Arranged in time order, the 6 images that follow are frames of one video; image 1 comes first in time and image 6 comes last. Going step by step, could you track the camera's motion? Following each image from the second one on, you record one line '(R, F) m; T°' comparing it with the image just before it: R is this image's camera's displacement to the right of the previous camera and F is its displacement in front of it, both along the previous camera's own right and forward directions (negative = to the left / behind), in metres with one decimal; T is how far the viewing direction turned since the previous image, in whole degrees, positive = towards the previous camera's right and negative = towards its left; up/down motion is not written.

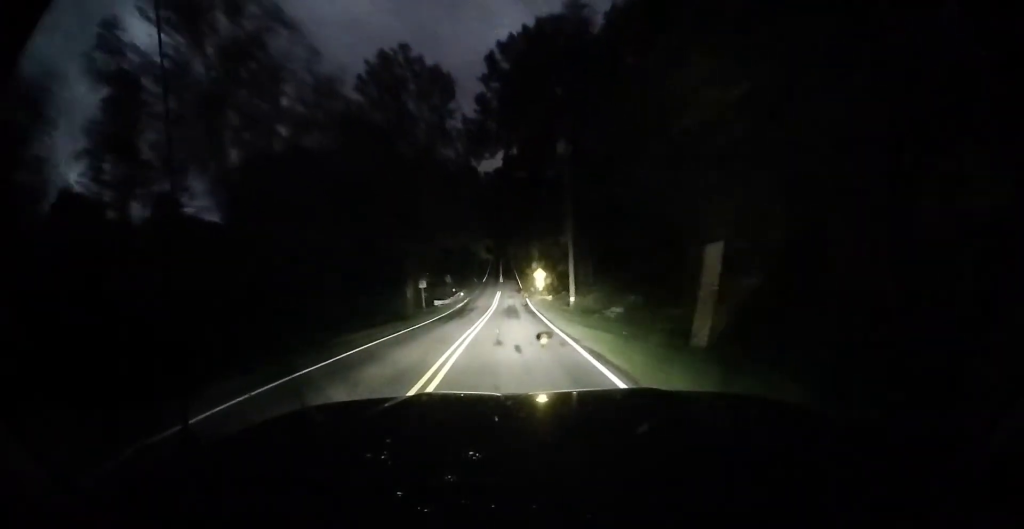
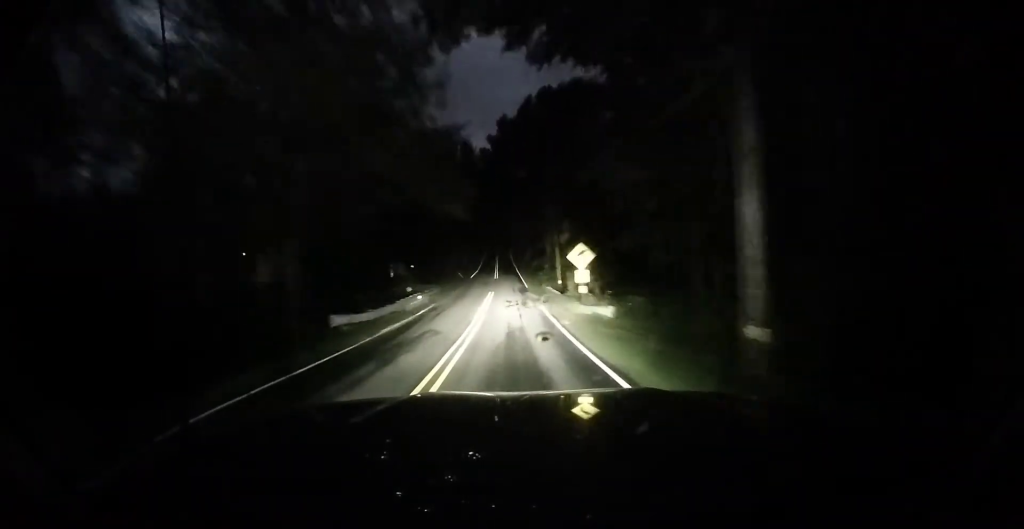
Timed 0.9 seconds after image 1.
(+0.1, +20.3) m; -1°
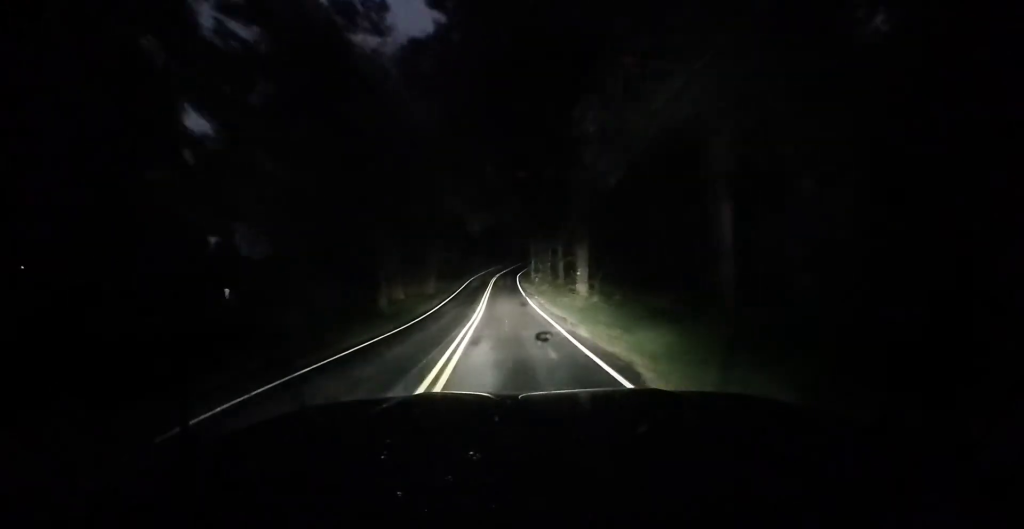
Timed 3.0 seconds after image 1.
(-1.3, +49.5) m; -2°
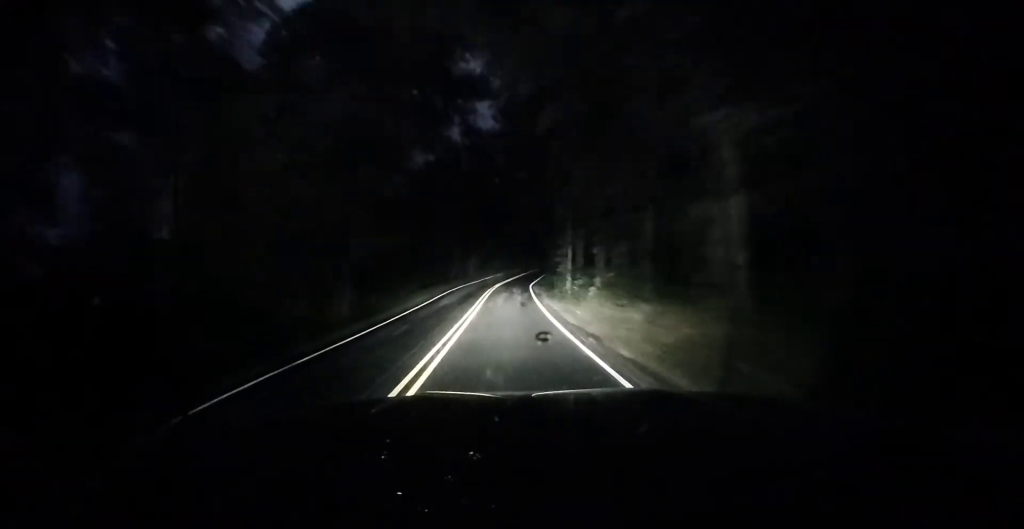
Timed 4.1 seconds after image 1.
(0.0, +22.8) m; 0°
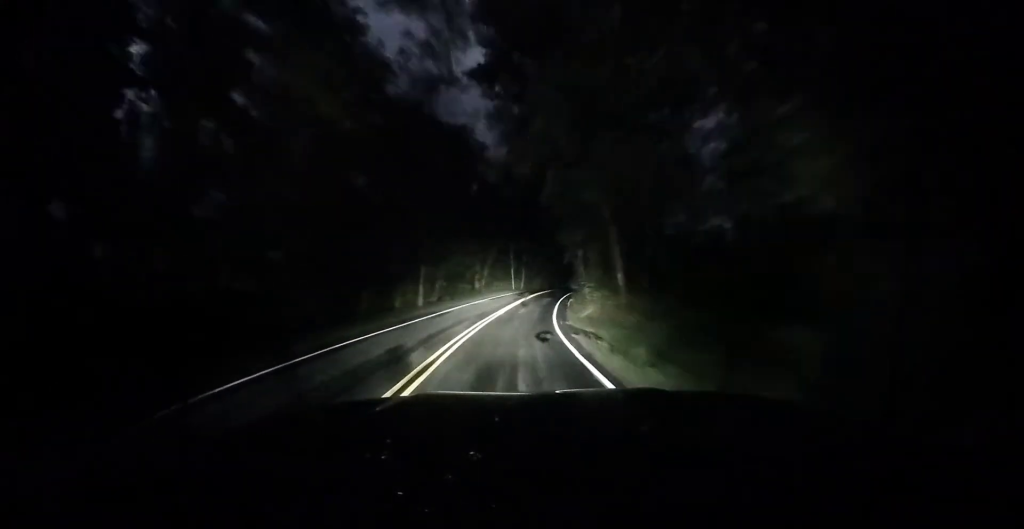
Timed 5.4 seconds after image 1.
(0.0, +27.2) m; +1°
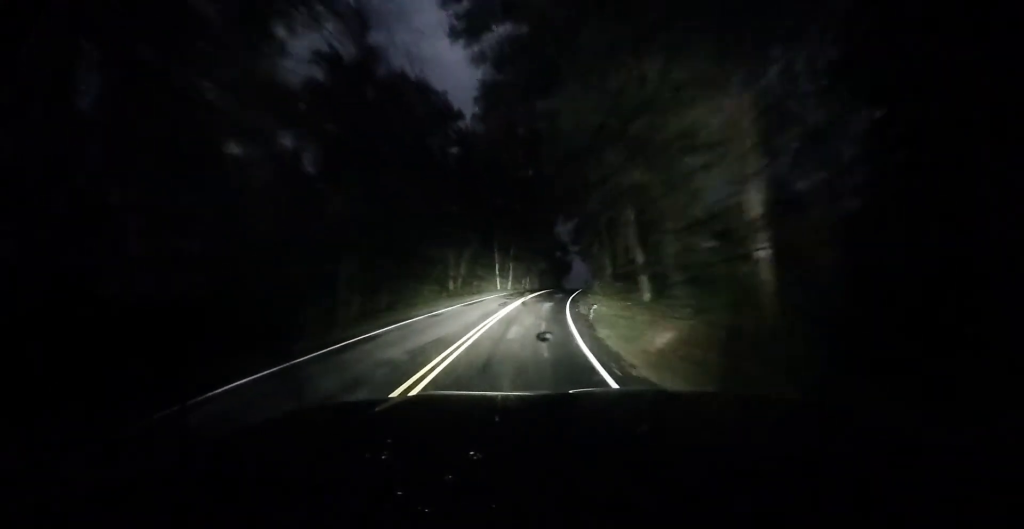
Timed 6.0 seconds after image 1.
(-0.1, +11.7) m; +1°
